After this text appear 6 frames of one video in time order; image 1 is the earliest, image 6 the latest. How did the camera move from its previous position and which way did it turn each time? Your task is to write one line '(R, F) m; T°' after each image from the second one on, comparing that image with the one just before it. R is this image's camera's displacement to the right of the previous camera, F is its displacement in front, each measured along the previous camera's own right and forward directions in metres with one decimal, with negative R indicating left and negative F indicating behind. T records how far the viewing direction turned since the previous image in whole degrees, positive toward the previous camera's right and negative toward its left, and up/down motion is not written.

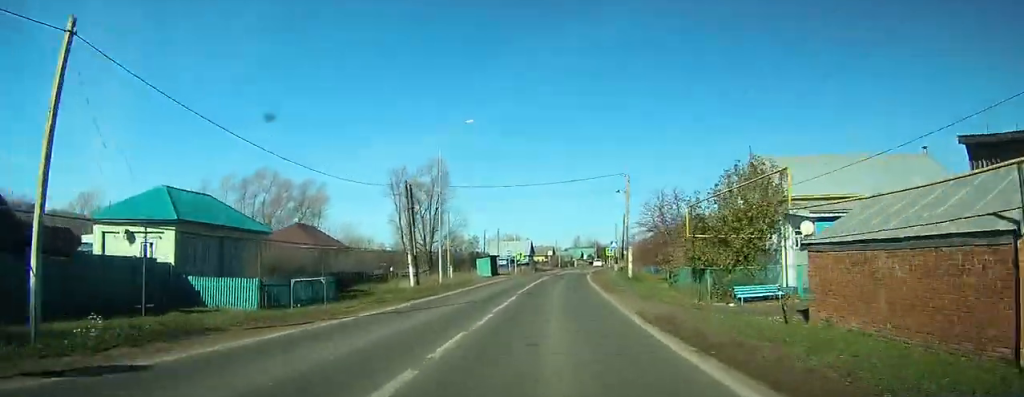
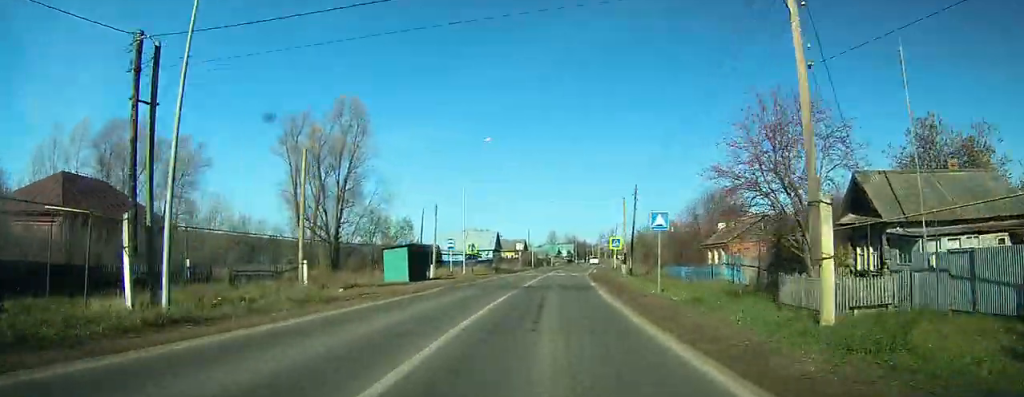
(+0.3, +28.2) m; +2°
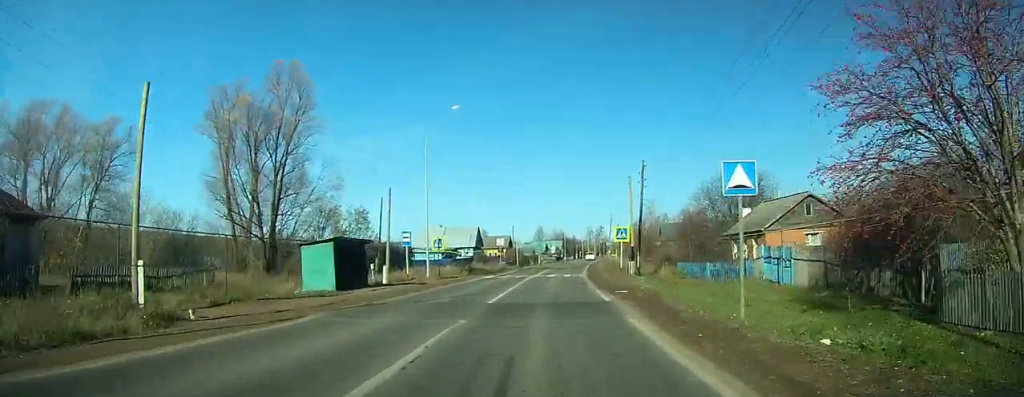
(+0.2, +10.9) m; +1°
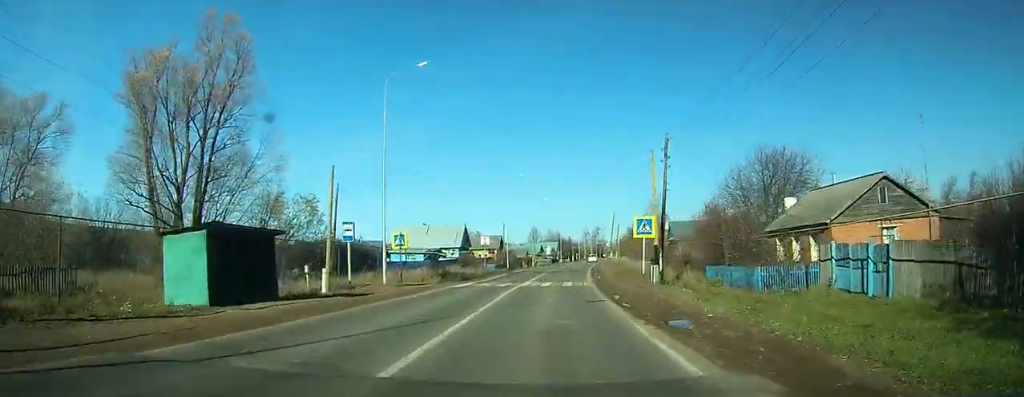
(+0.1, +11.0) m; +1°
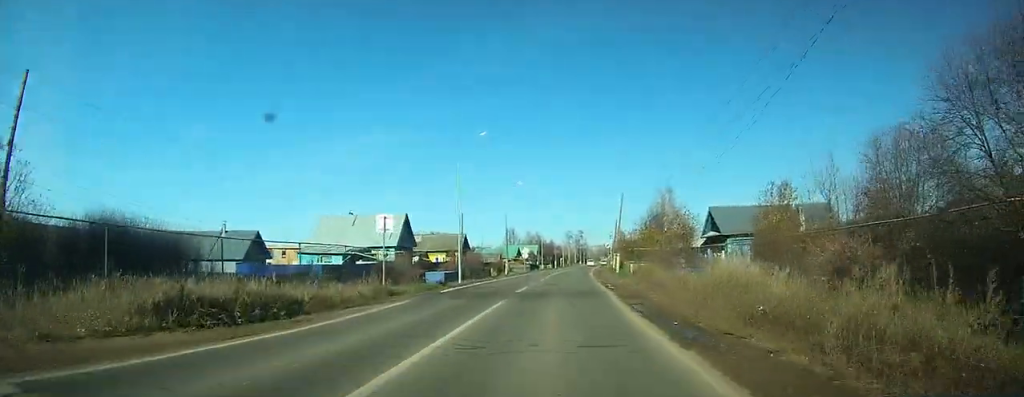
(+0.6, +25.8) m; +2°
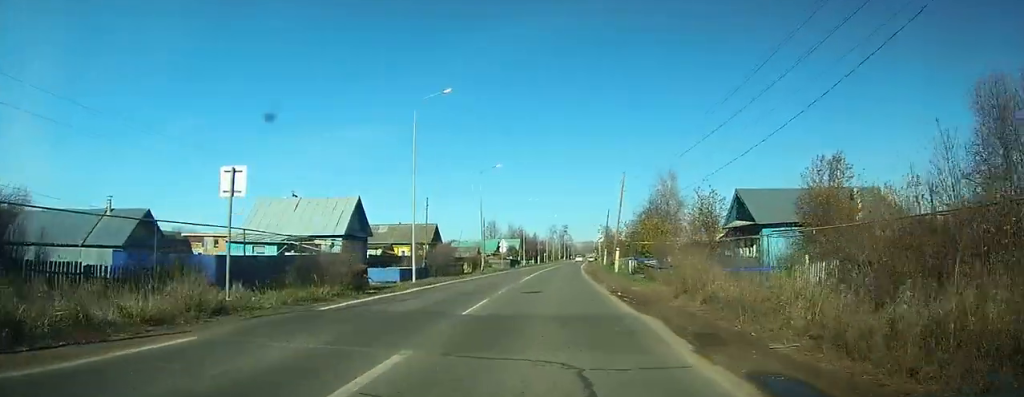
(0.0, +9.6) m; +1°
